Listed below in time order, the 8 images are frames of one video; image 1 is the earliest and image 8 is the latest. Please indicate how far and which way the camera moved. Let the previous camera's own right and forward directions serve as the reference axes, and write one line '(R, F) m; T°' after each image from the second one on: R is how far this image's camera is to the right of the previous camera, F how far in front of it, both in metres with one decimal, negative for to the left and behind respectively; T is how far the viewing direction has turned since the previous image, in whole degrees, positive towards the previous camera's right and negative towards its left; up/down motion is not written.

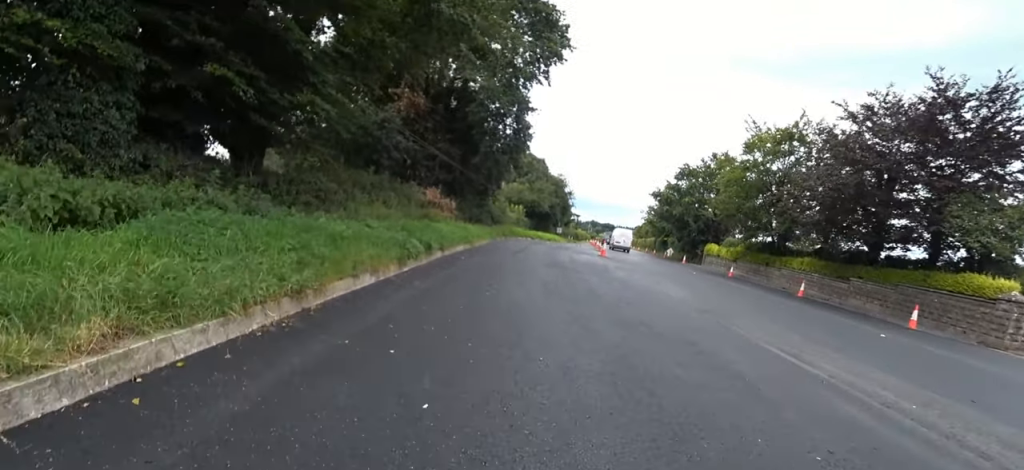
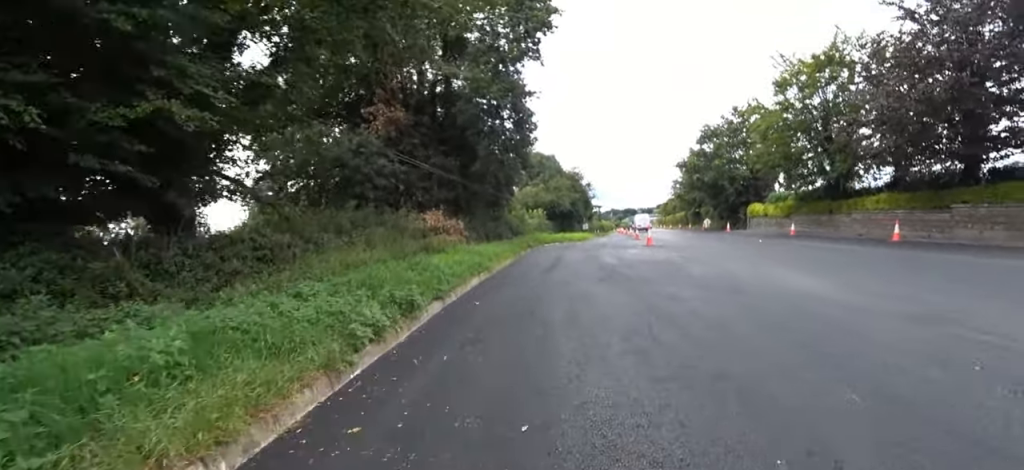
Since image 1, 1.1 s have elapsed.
(-1.1, +4.0) m; +1°
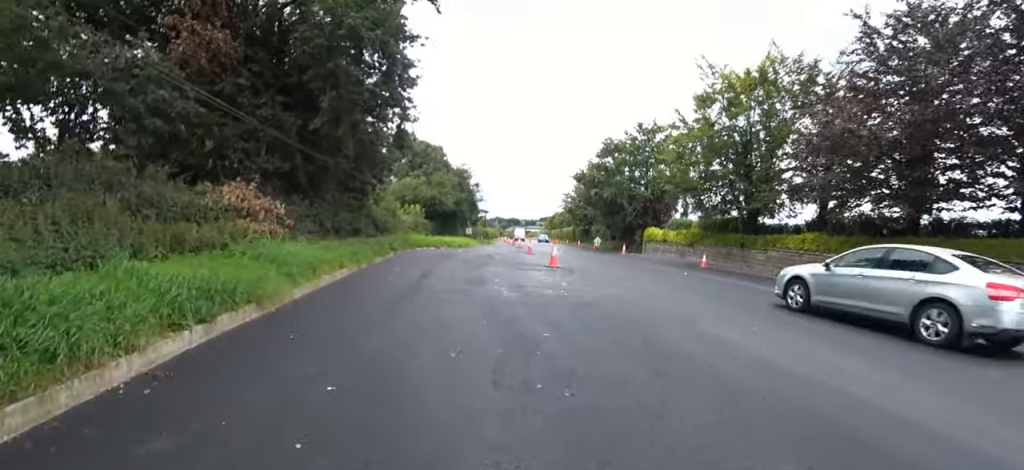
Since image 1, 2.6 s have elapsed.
(+1.9, +5.9) m; +11°
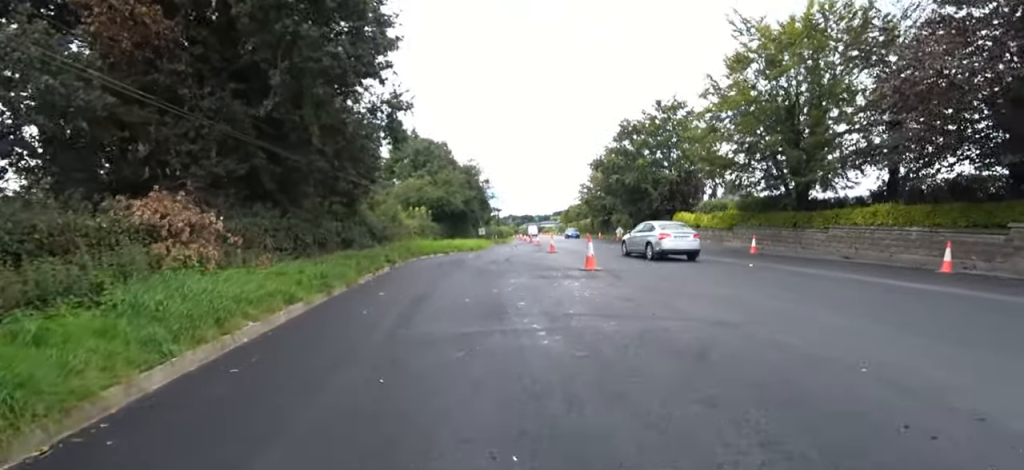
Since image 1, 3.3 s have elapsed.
(-0.2, +3.5) m; -6°
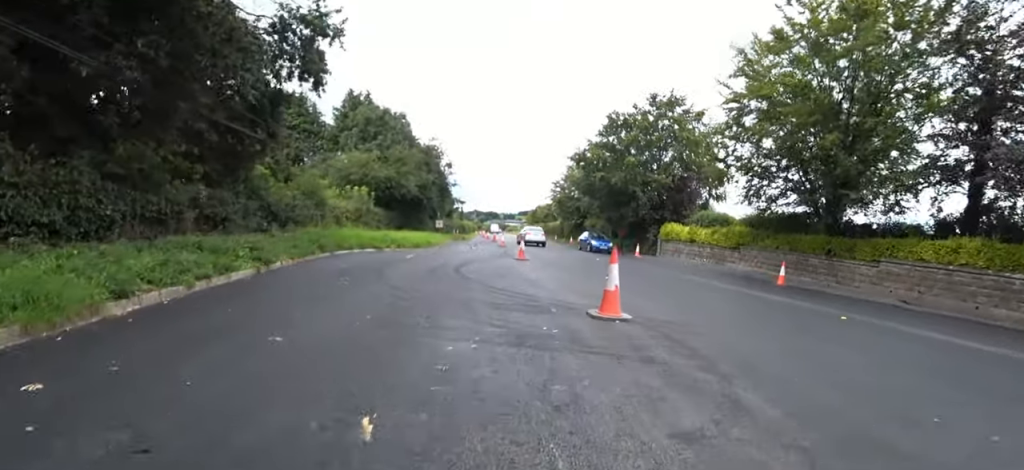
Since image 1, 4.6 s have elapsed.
(-0.1, +6.2) m; +8°
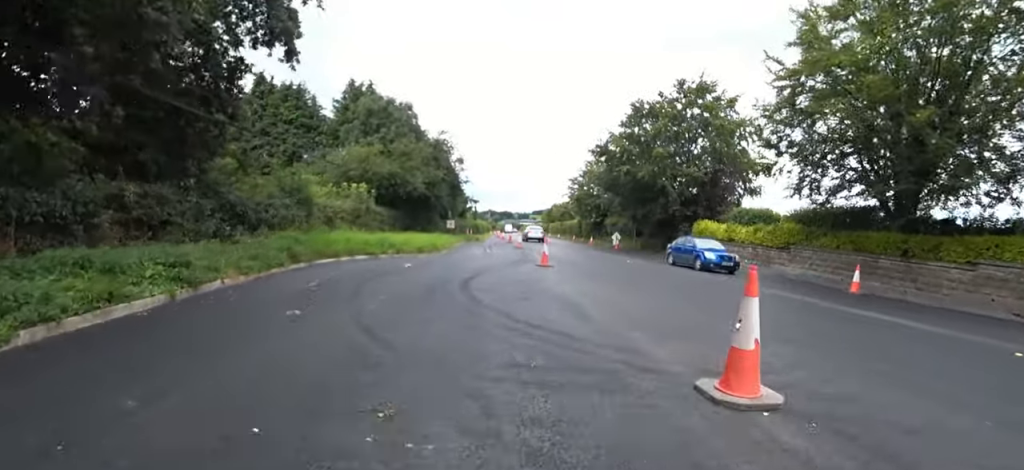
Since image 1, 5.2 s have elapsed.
(+0.2, +2.9) m; +4°
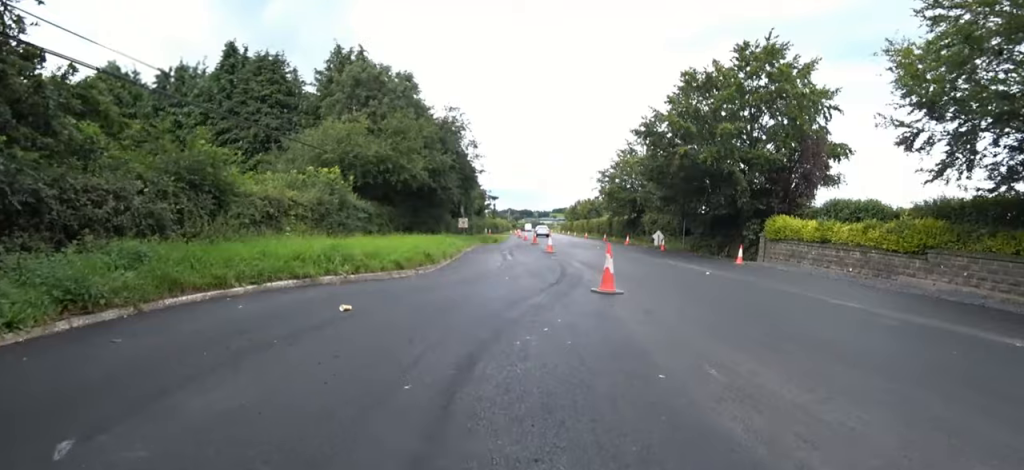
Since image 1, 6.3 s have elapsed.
(-0.4, +6.2) m; -11°
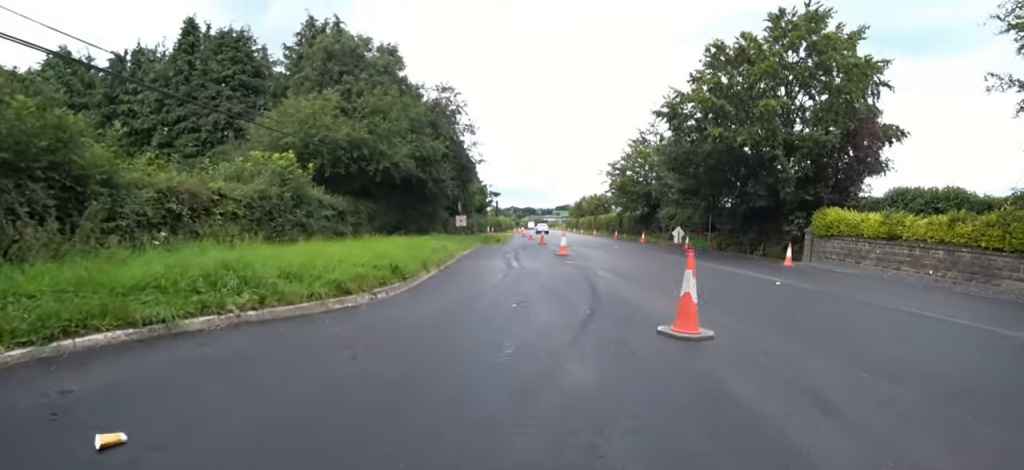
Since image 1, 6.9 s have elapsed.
(-0.9, +3.6) m; 0°
